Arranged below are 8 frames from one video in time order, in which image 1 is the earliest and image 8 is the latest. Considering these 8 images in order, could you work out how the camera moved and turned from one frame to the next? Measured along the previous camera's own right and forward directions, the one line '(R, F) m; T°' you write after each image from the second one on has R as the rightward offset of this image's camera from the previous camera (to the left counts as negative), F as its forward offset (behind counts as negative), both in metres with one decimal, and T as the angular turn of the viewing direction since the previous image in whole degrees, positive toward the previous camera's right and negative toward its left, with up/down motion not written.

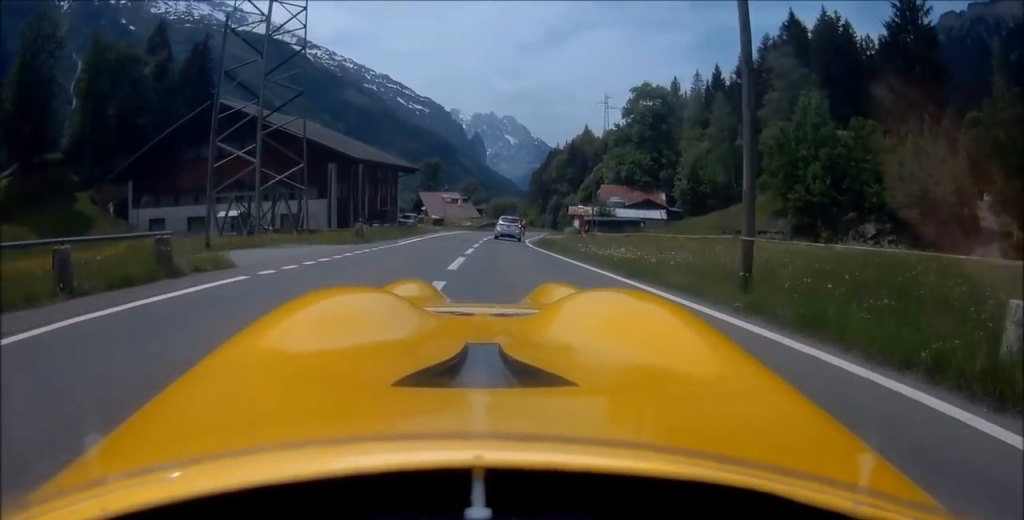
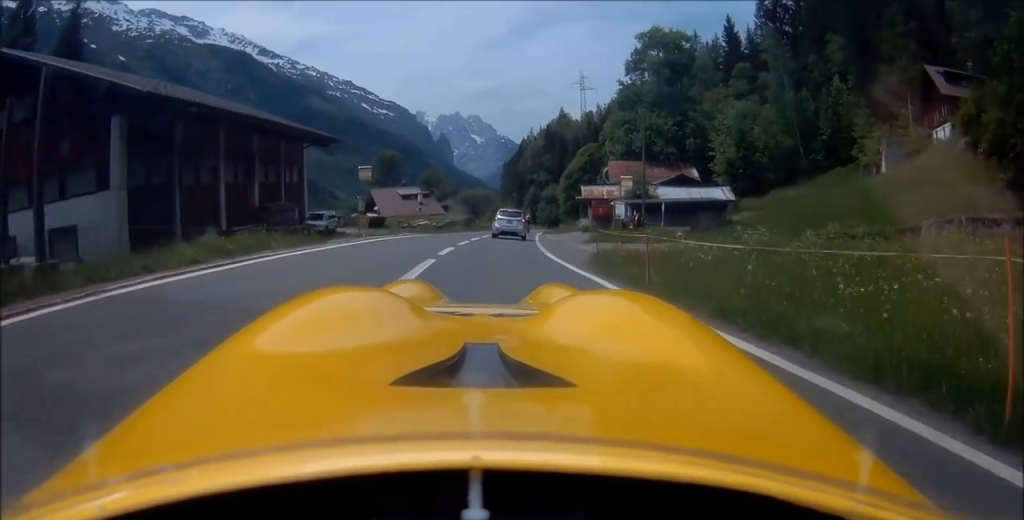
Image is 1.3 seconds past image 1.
(+0.1, +26.3) m; +3°
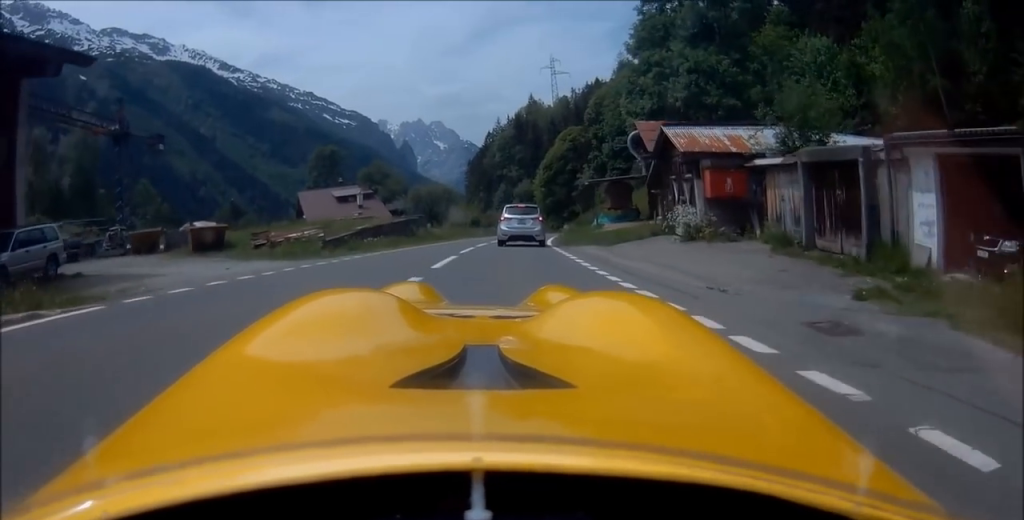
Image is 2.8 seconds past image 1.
(+1.3, +26.0) m; +4°
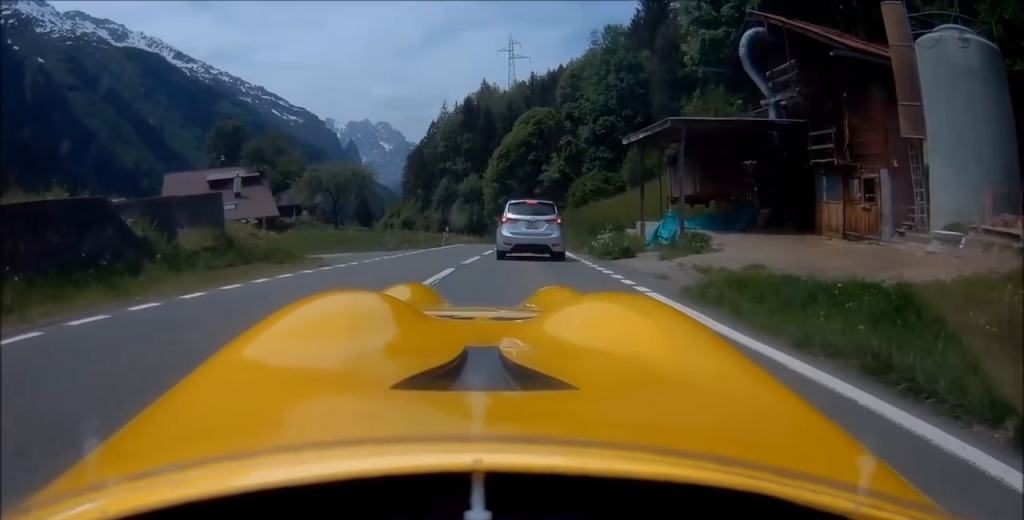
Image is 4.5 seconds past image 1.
(+0.6, +26.6) m; +3°
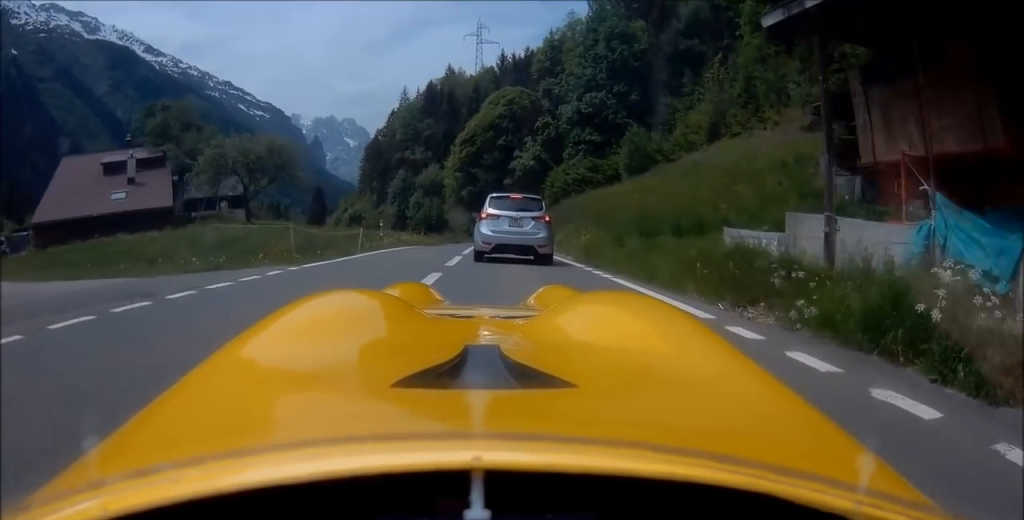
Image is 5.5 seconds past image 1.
(+0.3, +14.2) m; +3°
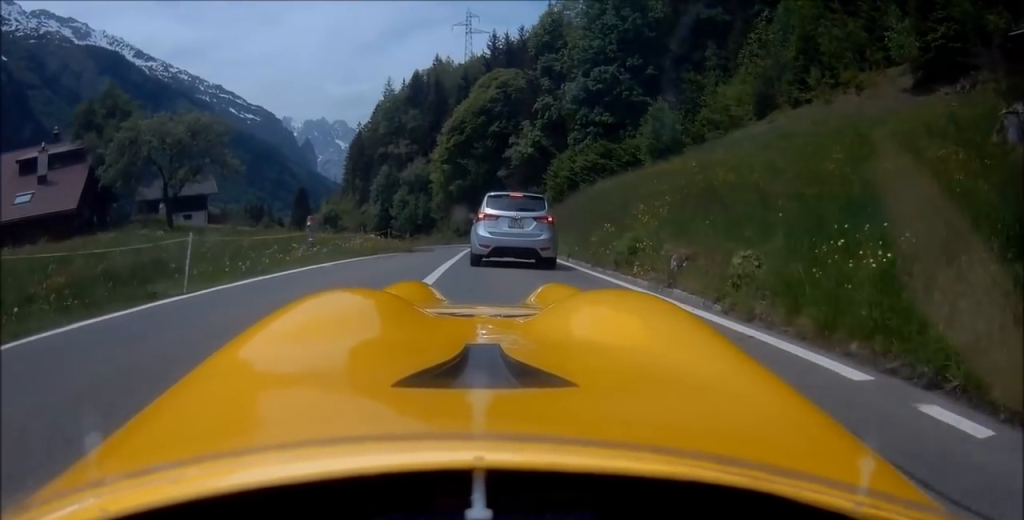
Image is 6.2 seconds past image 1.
(+0.2, +10.5) m; +1°
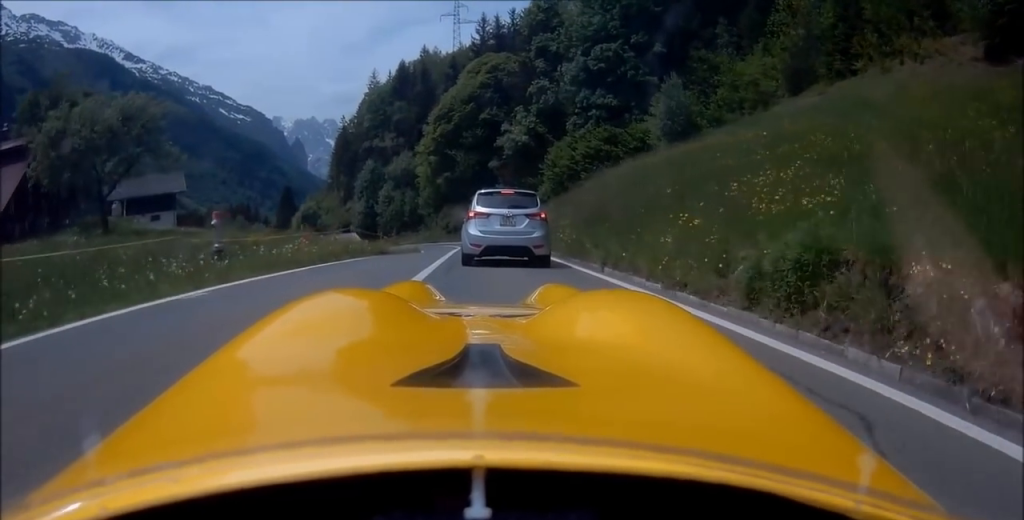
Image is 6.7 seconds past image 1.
(+0.2, +5.7) m; 0°
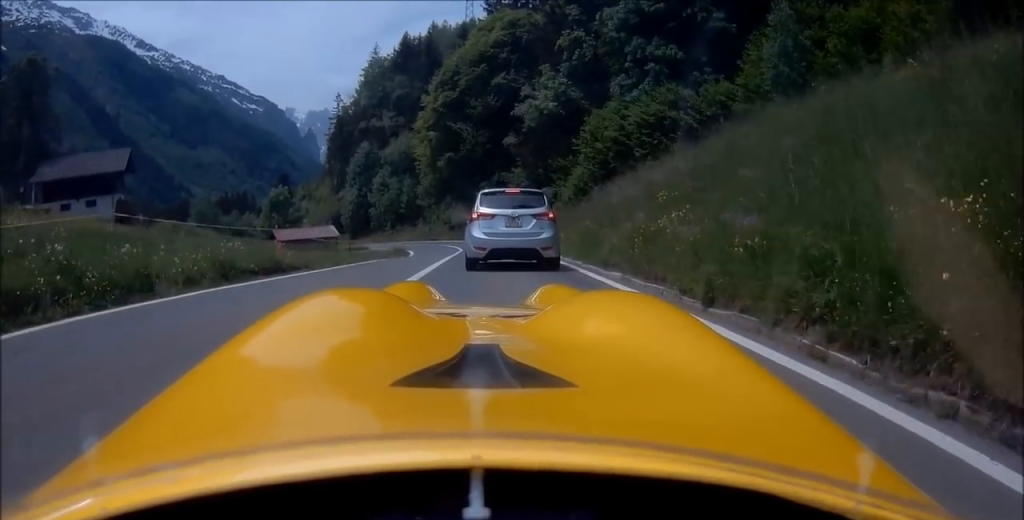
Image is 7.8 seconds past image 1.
(-0.3, +13.9) m; -2°
